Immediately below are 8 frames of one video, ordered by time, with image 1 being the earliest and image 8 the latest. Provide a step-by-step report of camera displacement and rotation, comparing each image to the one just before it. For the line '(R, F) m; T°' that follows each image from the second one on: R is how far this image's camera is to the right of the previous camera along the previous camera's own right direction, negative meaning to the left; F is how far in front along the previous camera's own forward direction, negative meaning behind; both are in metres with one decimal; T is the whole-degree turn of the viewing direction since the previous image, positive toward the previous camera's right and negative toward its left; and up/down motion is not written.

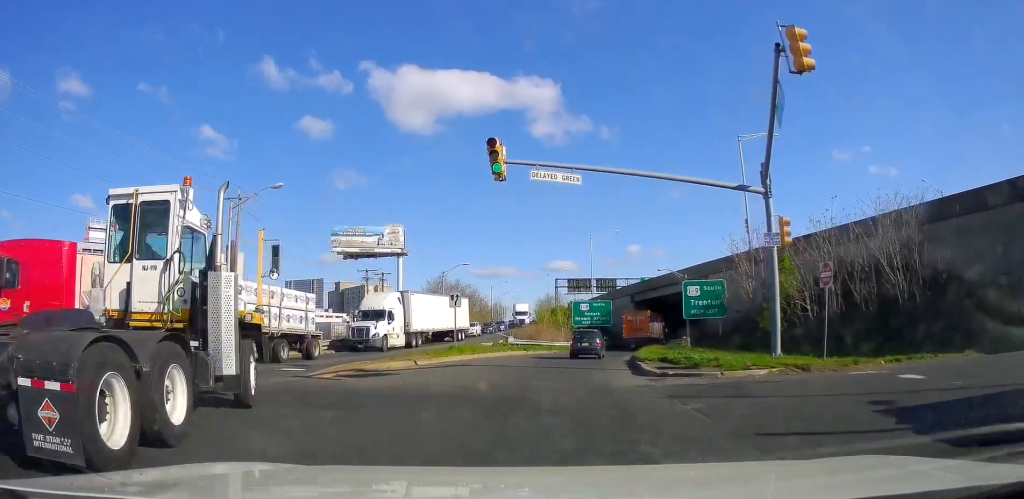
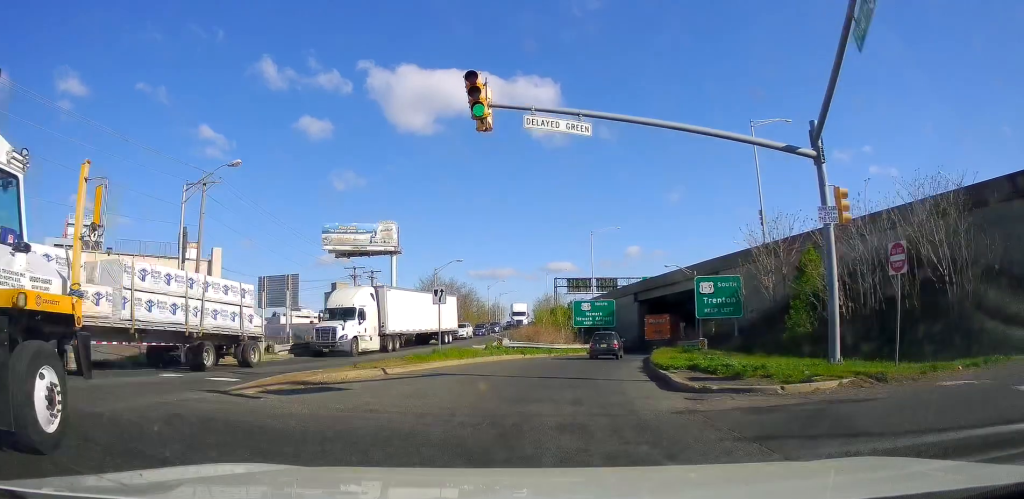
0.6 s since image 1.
(+0.1, +4.1) m; +1°
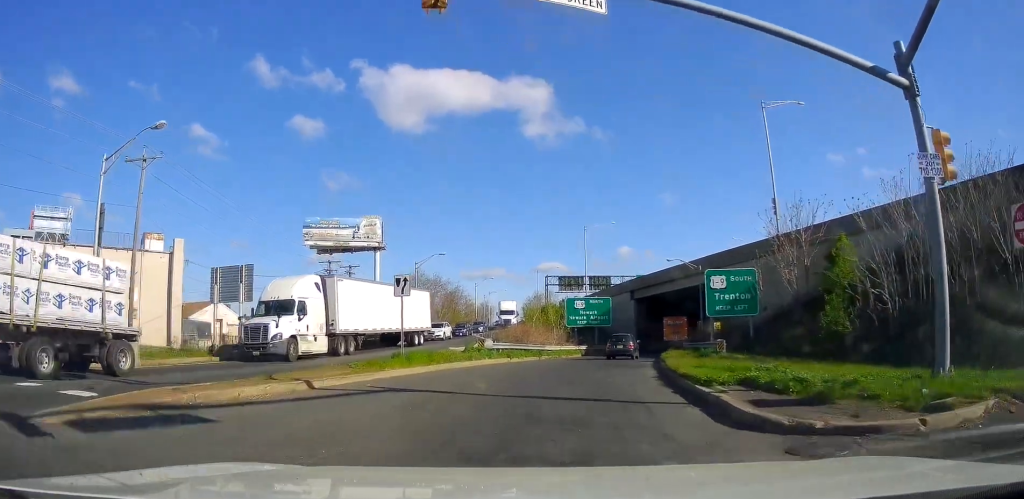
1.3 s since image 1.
(-0.4, +5.1) m; 0°
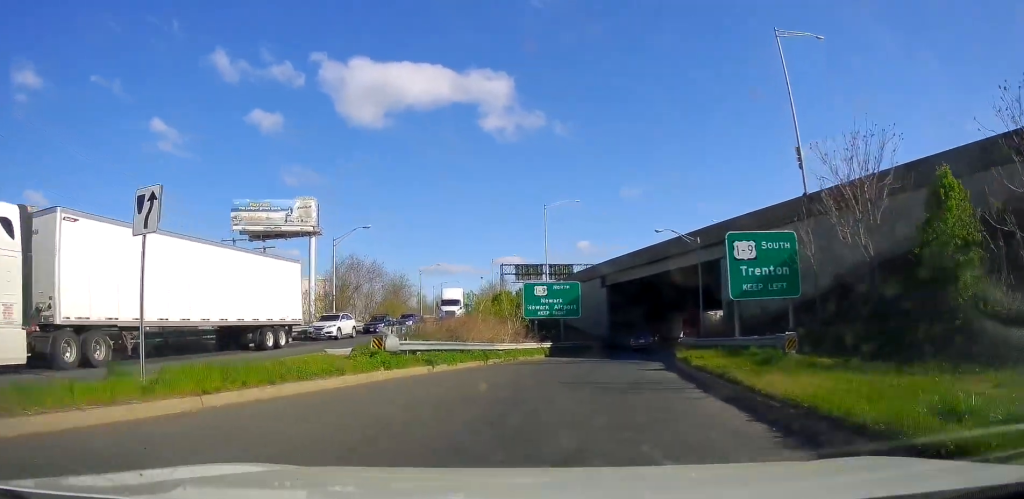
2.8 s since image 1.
(+0.5, +12.4) m; +2°
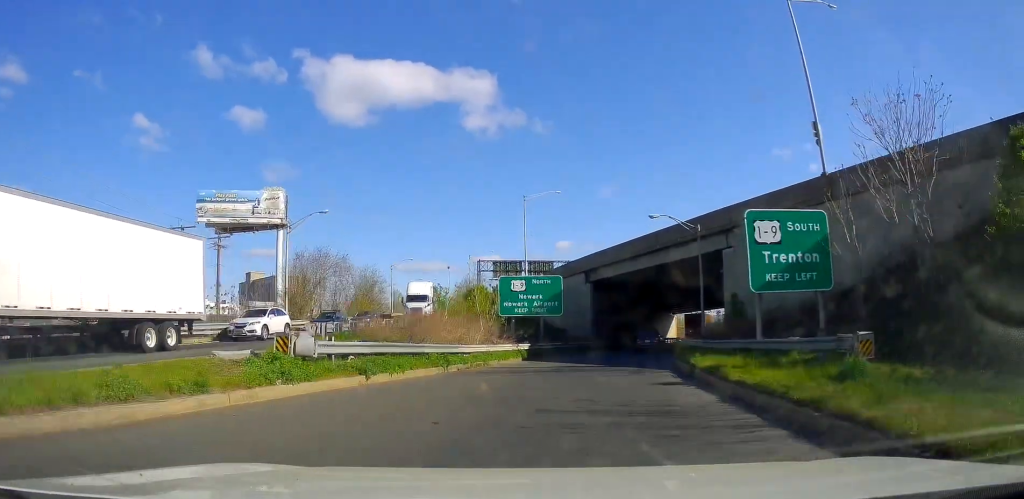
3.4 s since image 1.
(-0.3, +5.1) m; +2°
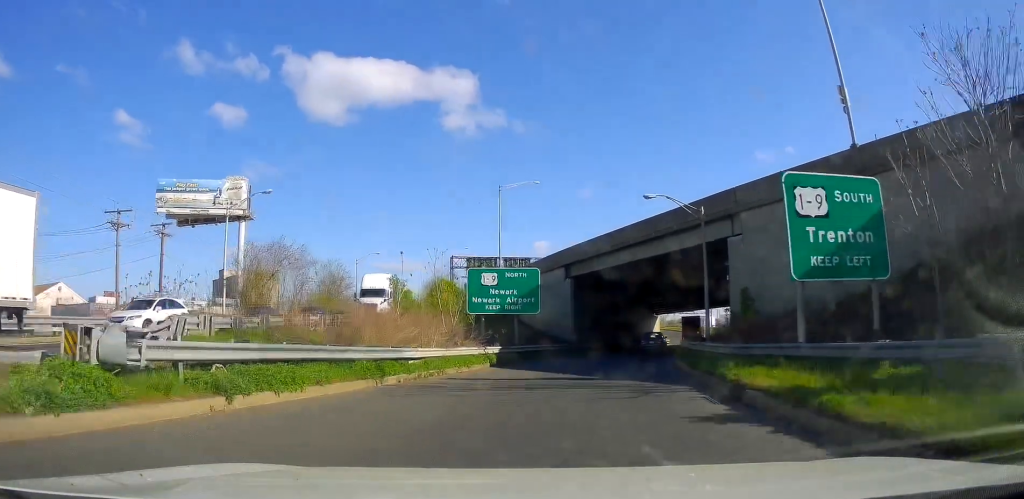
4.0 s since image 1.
(+0.6, +5.7) m; +4°
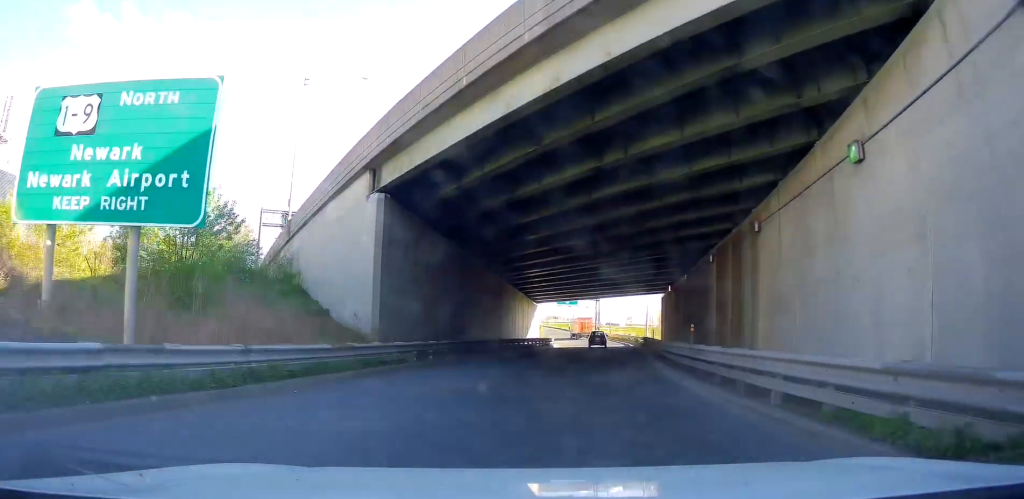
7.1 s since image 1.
(+4.0, +29.1) m; +12°
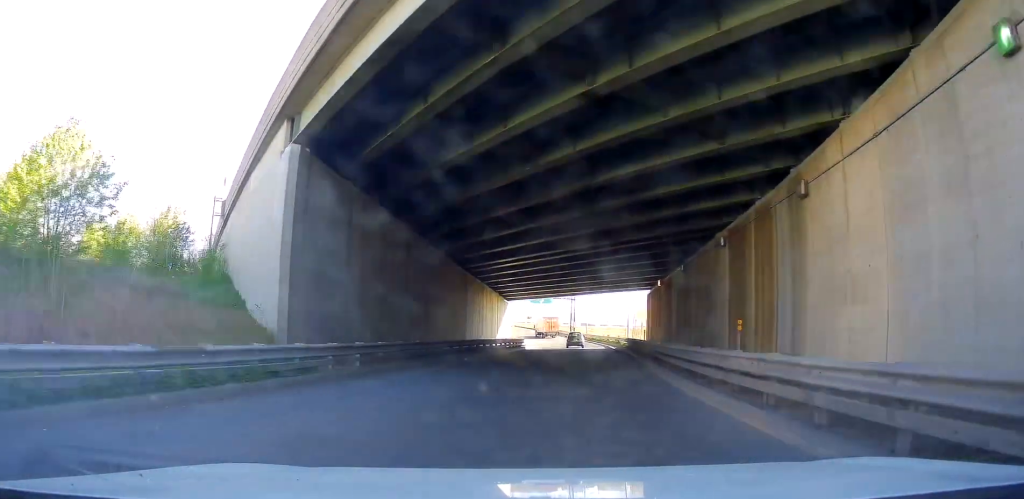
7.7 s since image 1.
(0.0, +5.9) m; +1°
